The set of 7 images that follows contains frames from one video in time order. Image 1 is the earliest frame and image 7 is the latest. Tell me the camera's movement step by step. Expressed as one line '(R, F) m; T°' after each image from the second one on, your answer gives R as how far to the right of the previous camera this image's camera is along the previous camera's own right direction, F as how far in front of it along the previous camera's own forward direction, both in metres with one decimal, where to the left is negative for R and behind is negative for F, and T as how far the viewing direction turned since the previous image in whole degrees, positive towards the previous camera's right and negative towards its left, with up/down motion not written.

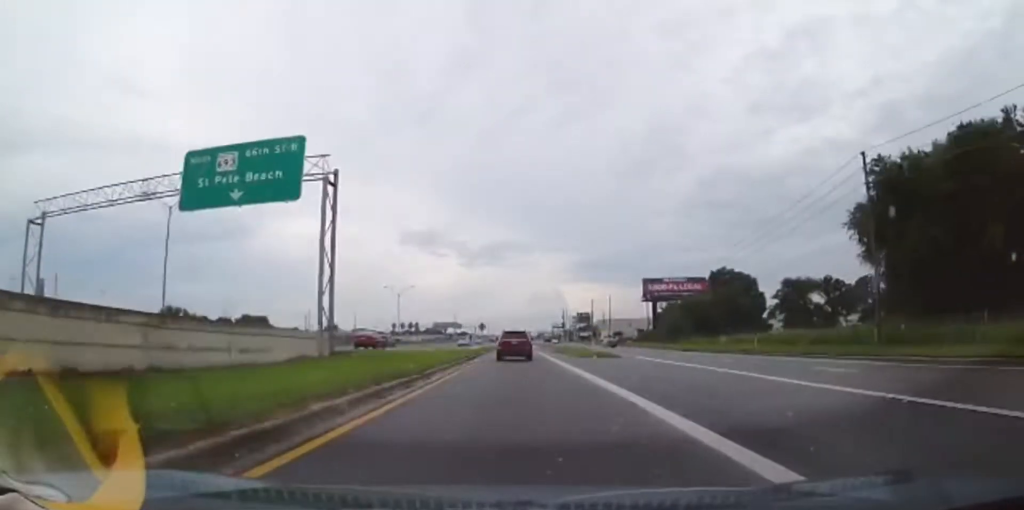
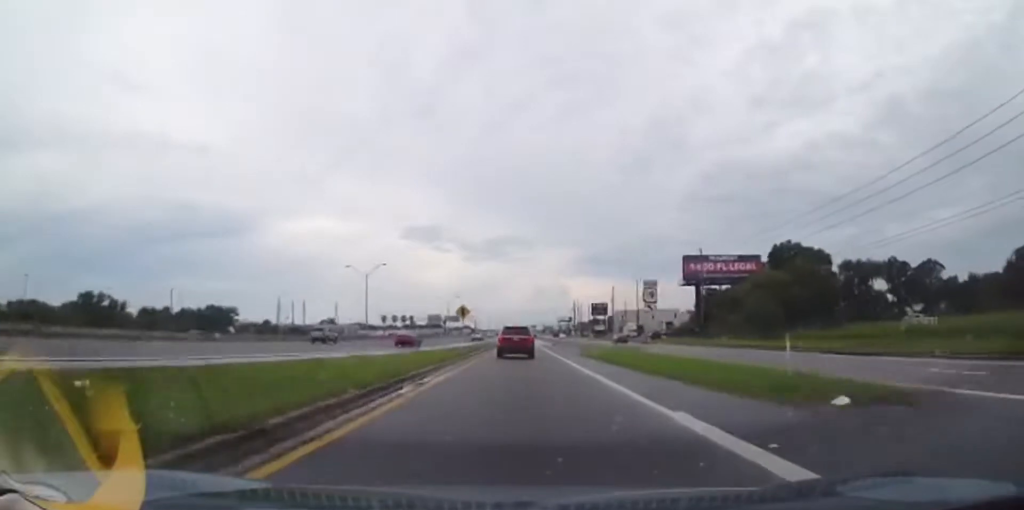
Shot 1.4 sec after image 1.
(+0.1, +31.6) m; 0°
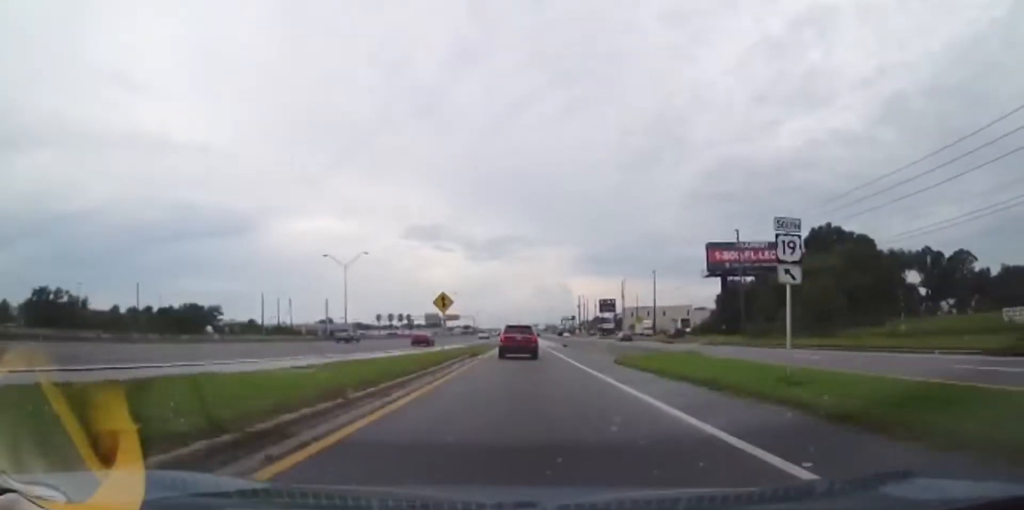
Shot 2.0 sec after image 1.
(-0.1, +12.8) m; 0°
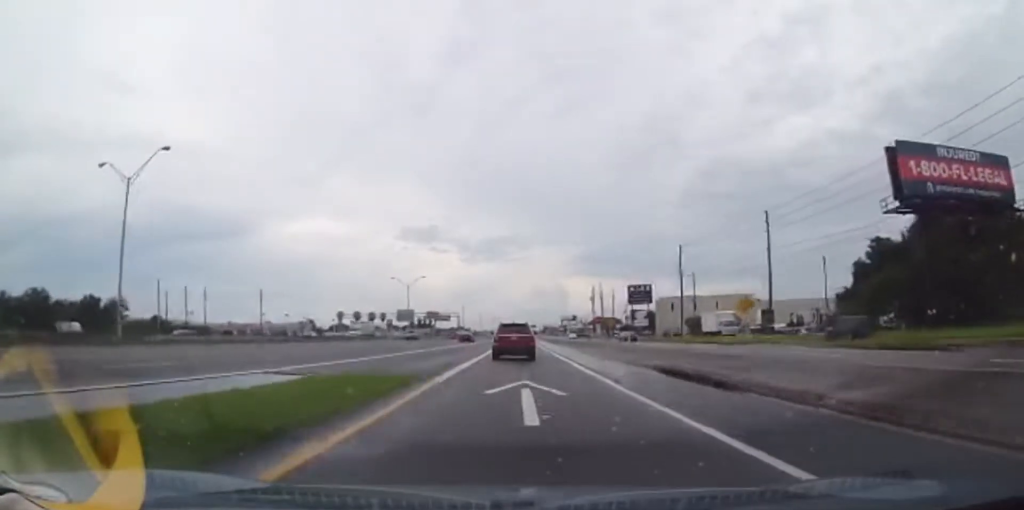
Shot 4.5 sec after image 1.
(+0.1, +56.2) m; 0°
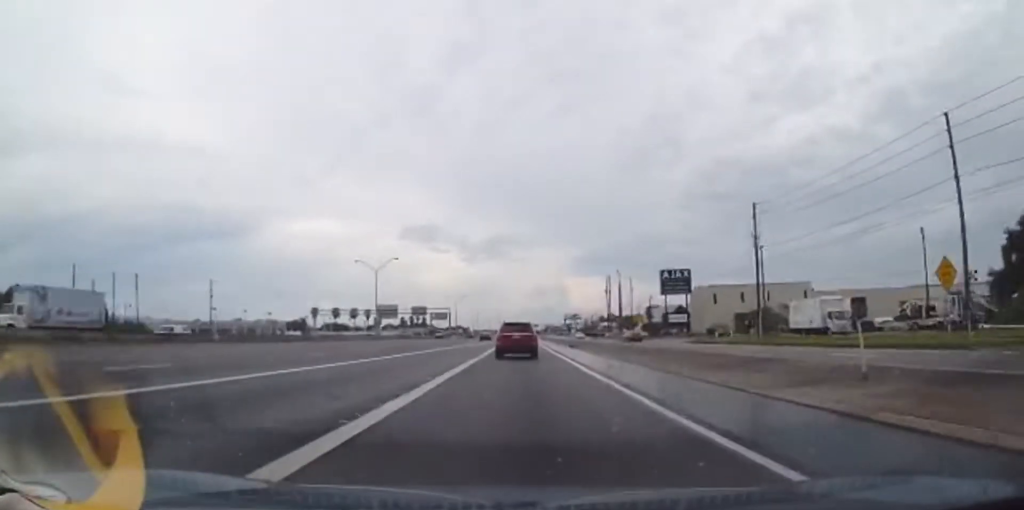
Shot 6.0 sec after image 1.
(-0.4, +29.2) m; -1°
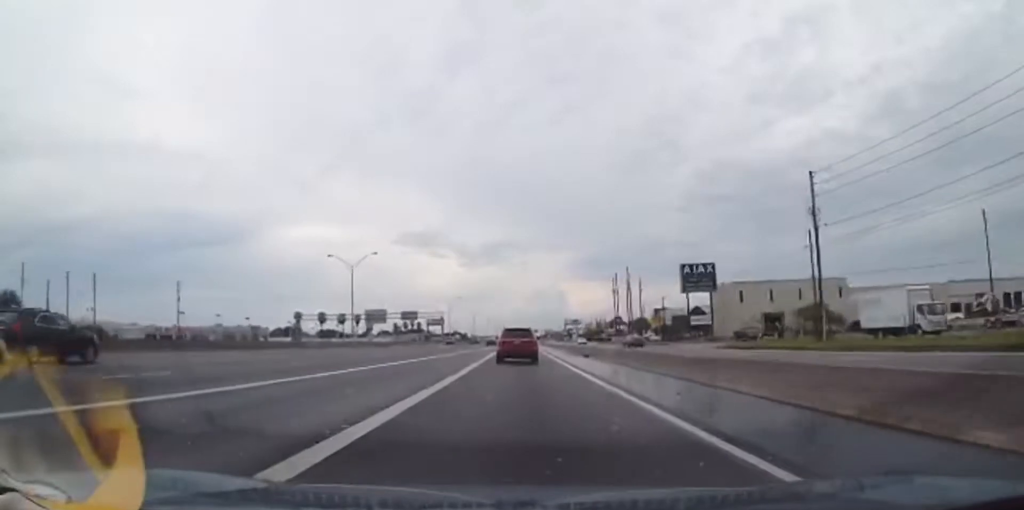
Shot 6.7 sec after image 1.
(+0.1, +13.4) m; 0°
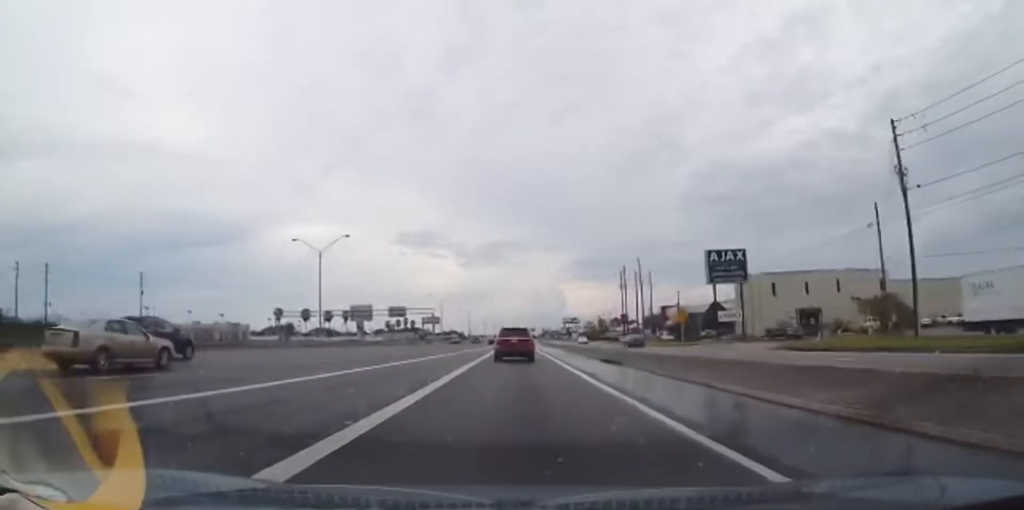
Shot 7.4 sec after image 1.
(0.0, +12.7) m; +1°
